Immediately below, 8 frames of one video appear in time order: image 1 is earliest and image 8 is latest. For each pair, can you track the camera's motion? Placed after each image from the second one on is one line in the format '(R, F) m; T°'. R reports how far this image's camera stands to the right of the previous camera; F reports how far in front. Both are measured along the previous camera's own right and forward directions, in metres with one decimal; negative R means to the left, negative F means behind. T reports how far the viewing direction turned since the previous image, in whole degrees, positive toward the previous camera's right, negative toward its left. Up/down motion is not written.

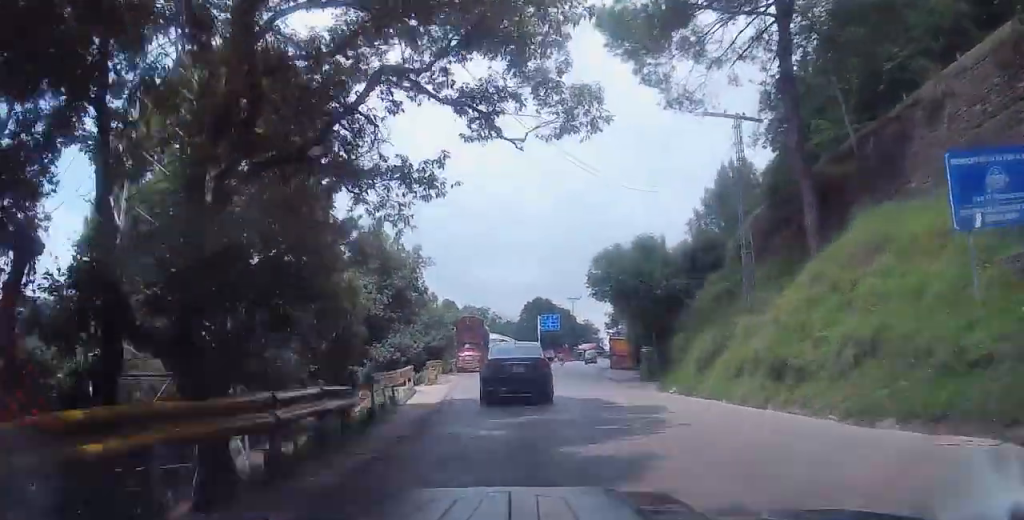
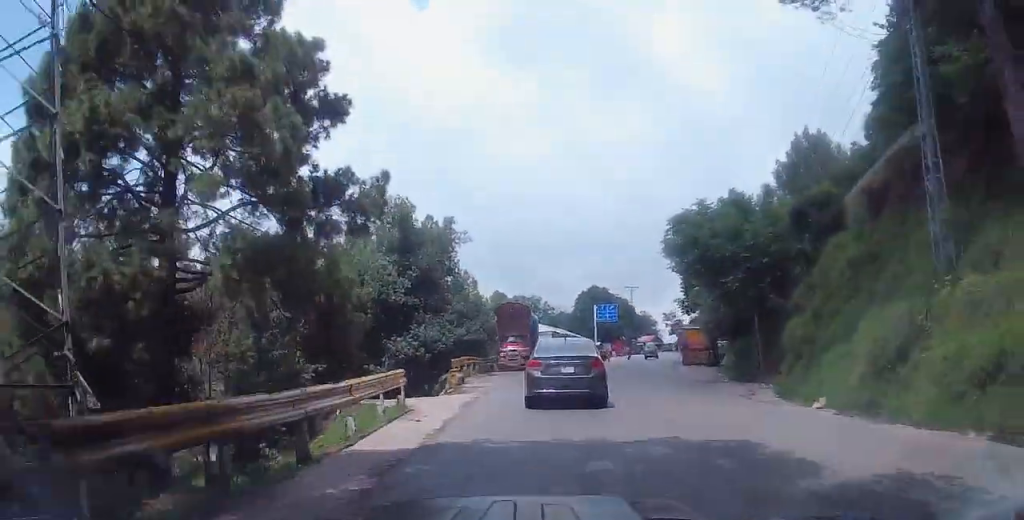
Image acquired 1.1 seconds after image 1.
(-0.3, +8.8) m; -1°
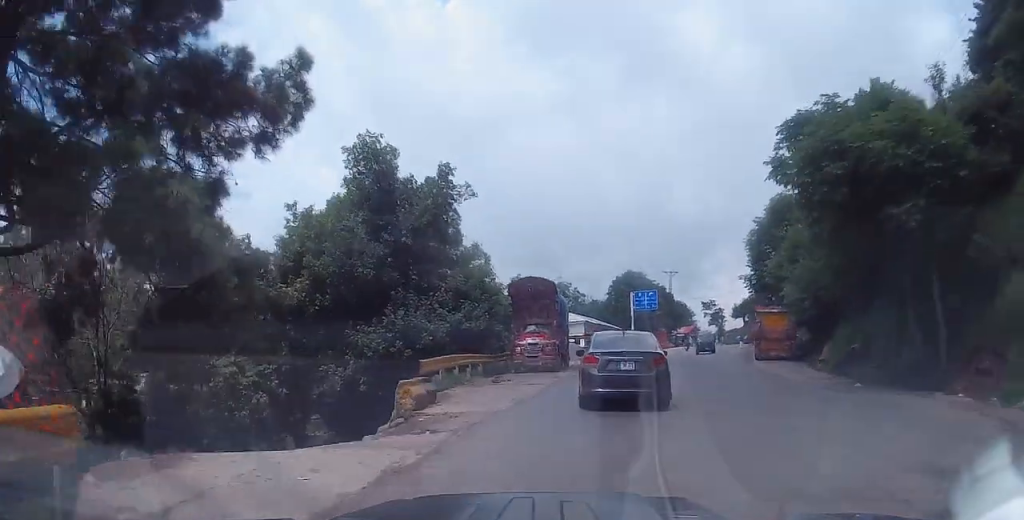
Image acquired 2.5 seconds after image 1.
(-0.1, +10.9) m; -6°
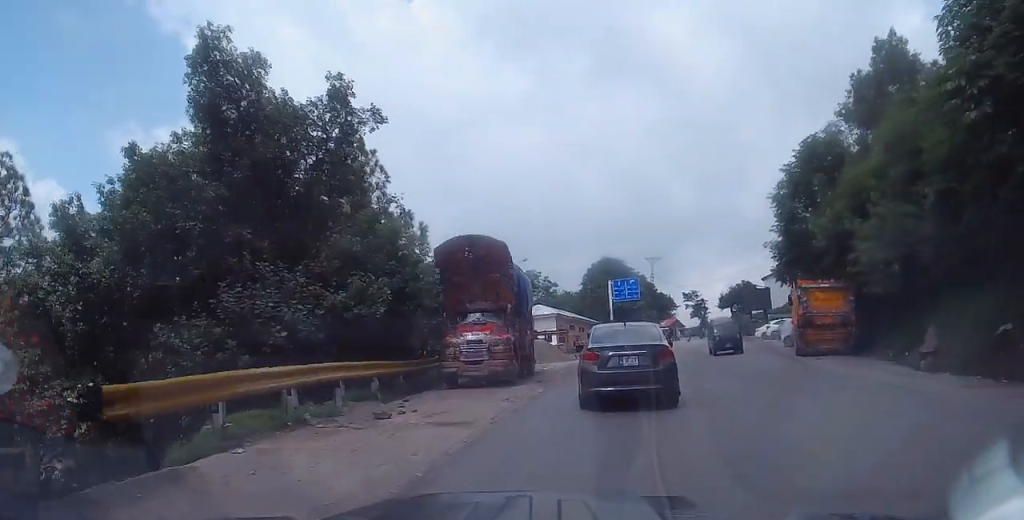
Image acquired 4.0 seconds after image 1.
(-0.3, +10.7) m; +1°
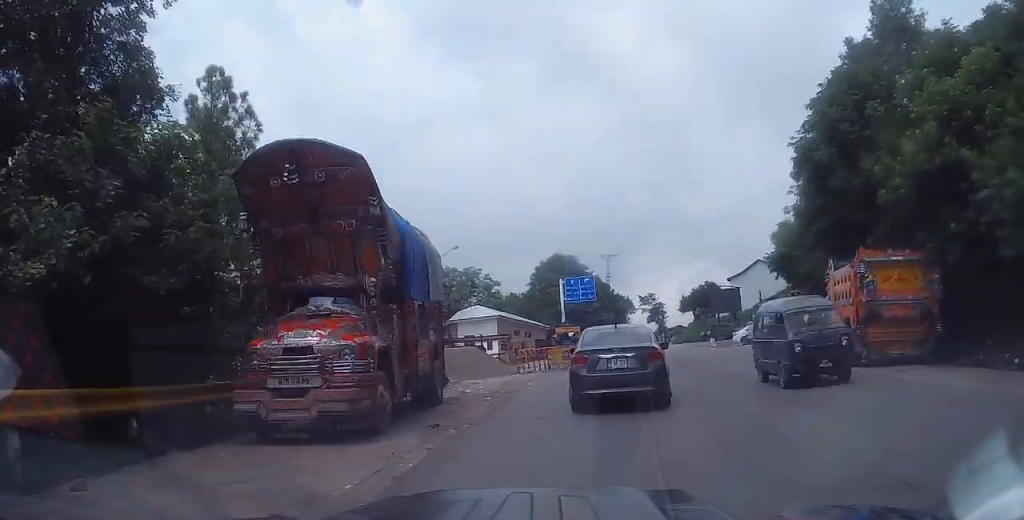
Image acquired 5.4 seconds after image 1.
(+0.5, +9.6) m; +3°
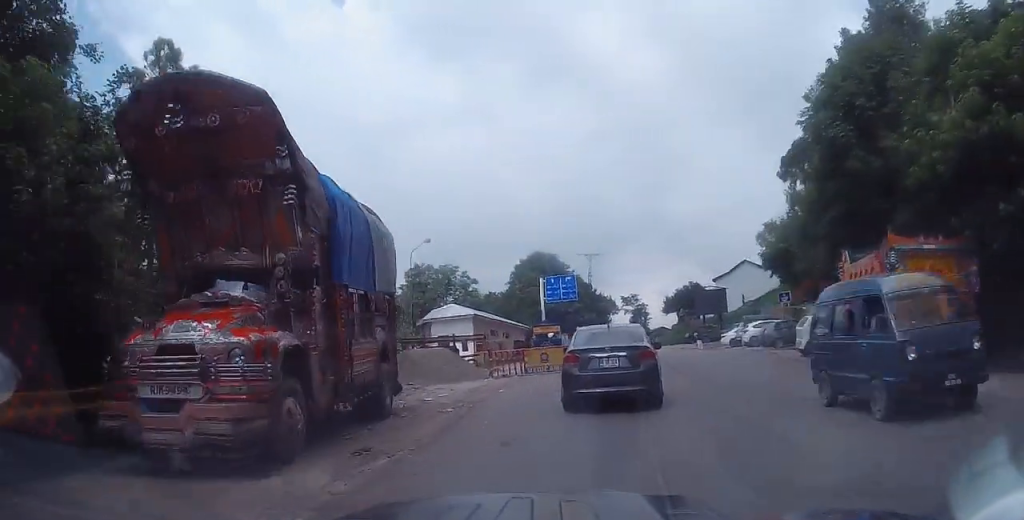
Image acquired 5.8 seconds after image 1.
(0.0, +2.6) m; +2°
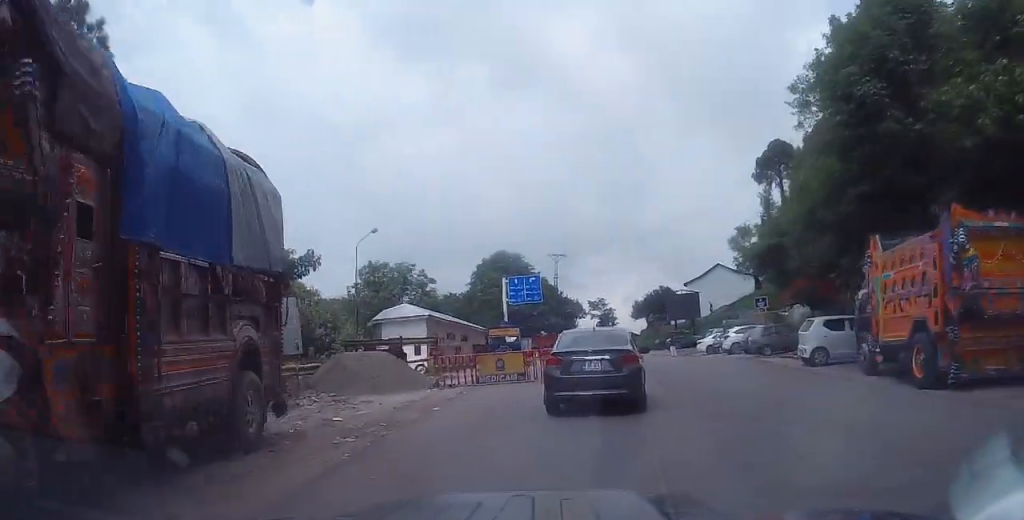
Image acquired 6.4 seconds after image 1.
(-0.1, +3.9) m; +4°
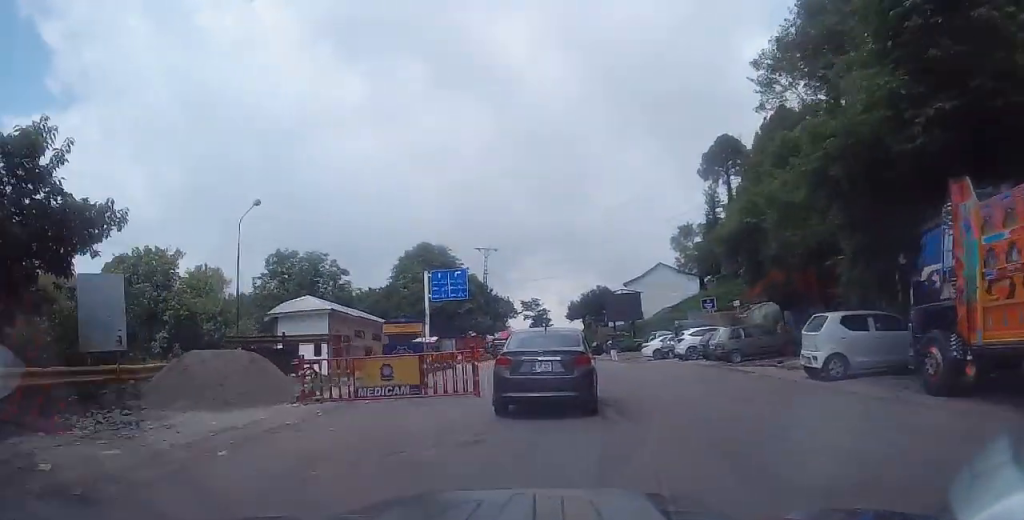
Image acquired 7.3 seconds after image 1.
(+0.6, +5.9) m; +8°
